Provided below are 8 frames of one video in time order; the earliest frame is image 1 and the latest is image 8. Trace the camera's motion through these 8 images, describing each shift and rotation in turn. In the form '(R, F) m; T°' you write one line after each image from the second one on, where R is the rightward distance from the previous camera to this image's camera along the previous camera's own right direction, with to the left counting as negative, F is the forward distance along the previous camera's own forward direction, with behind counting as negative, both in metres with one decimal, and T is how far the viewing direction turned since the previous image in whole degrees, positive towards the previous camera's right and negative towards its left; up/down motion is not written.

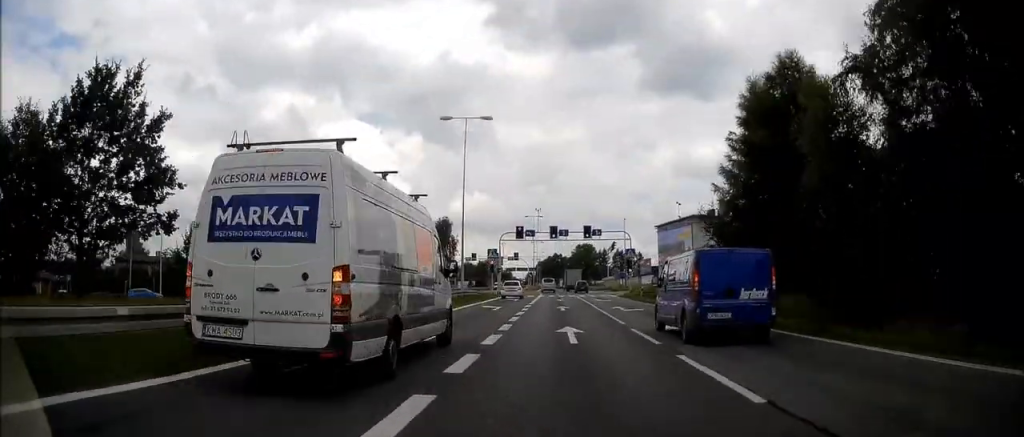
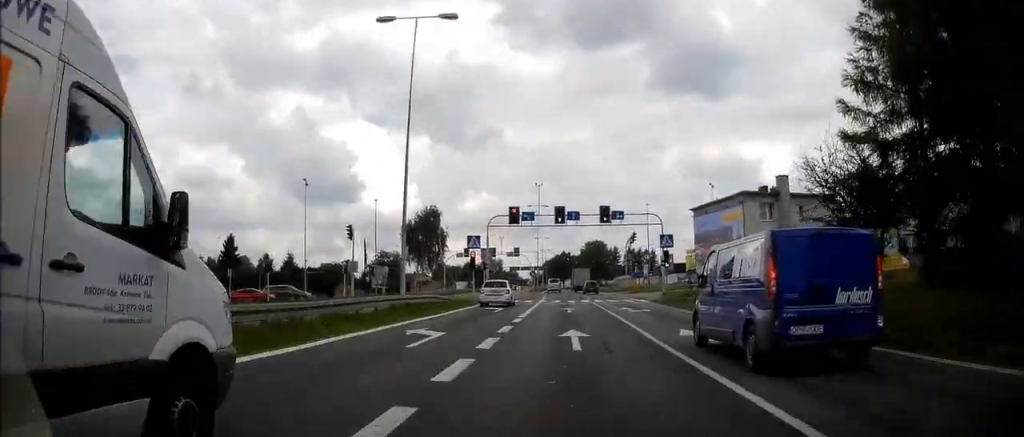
(-0.1, +16.5) m; -1°
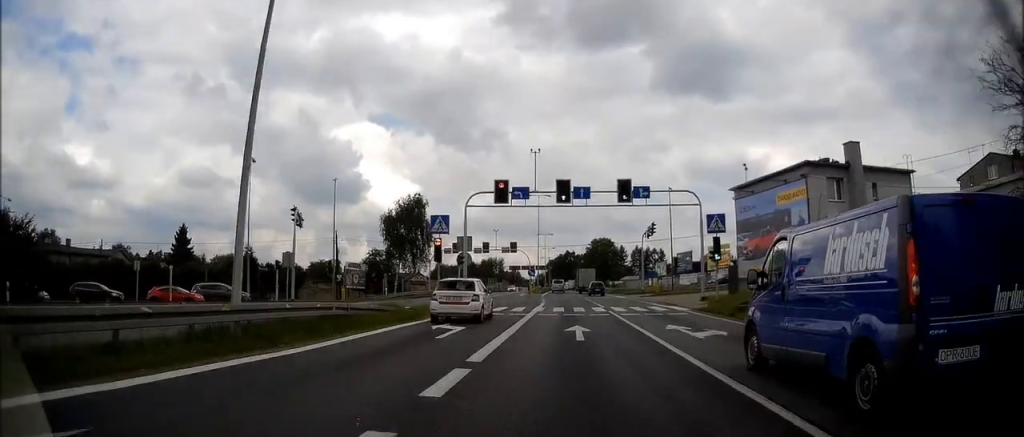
(-0.1, +12.7) m; -1°
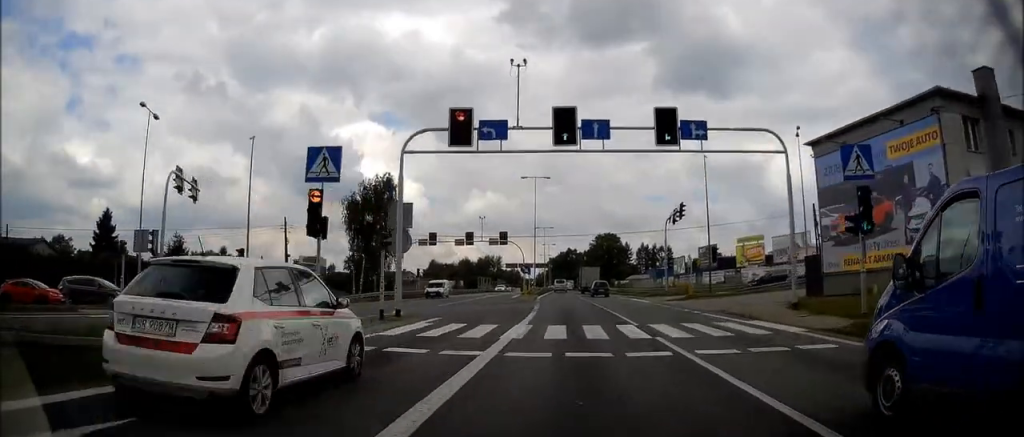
(-0.1, +14.6) m; 0°
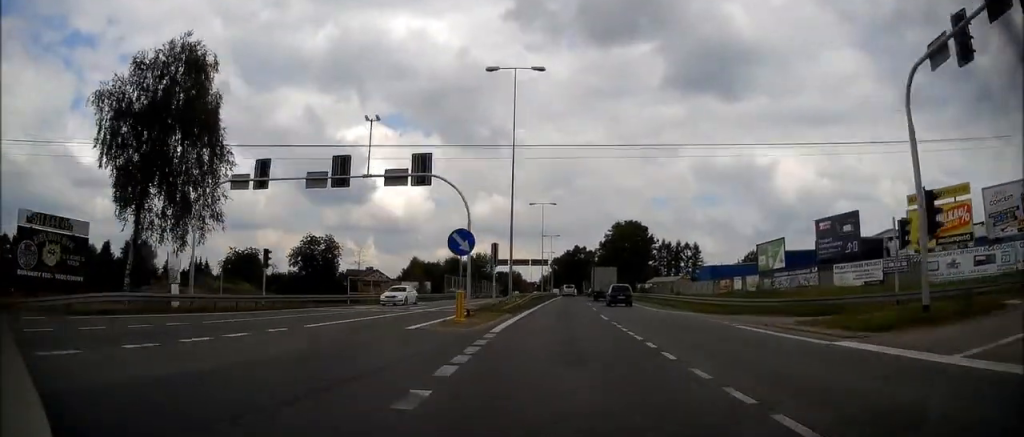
(0.0, +38.7) m; 0°
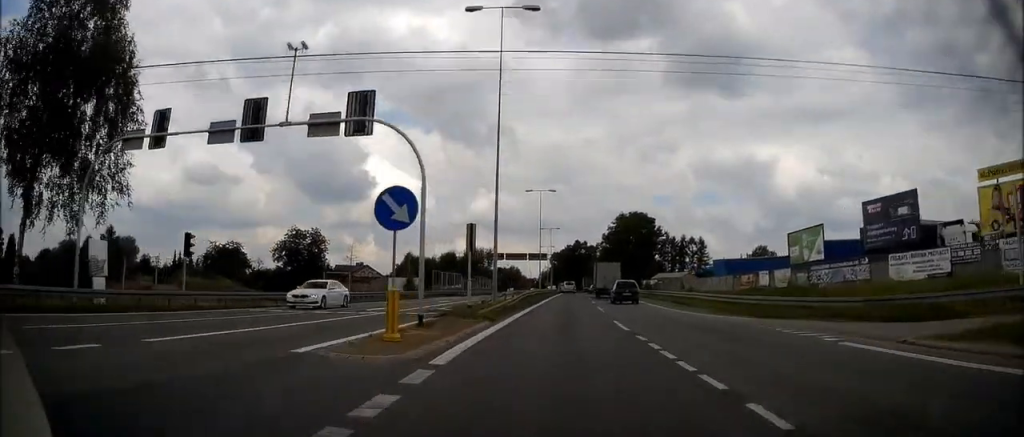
(0.0, +7.9) m; 0°
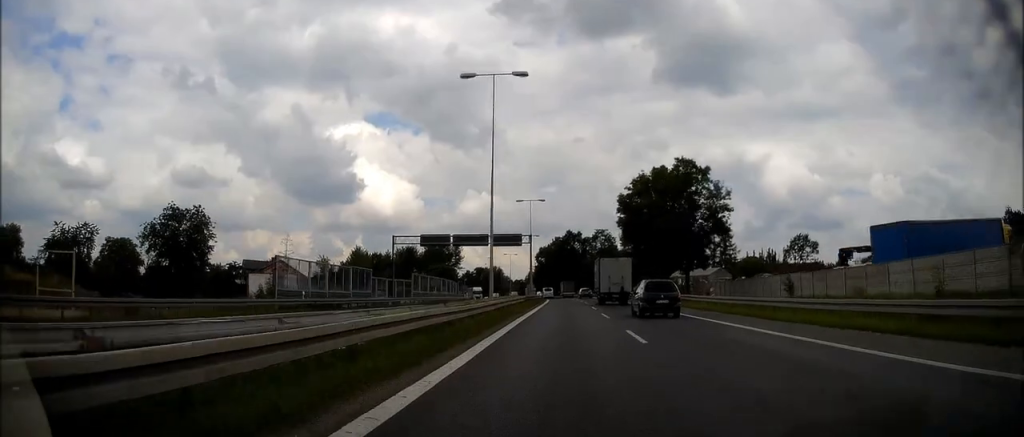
(0.0, +39.7) m; 0°
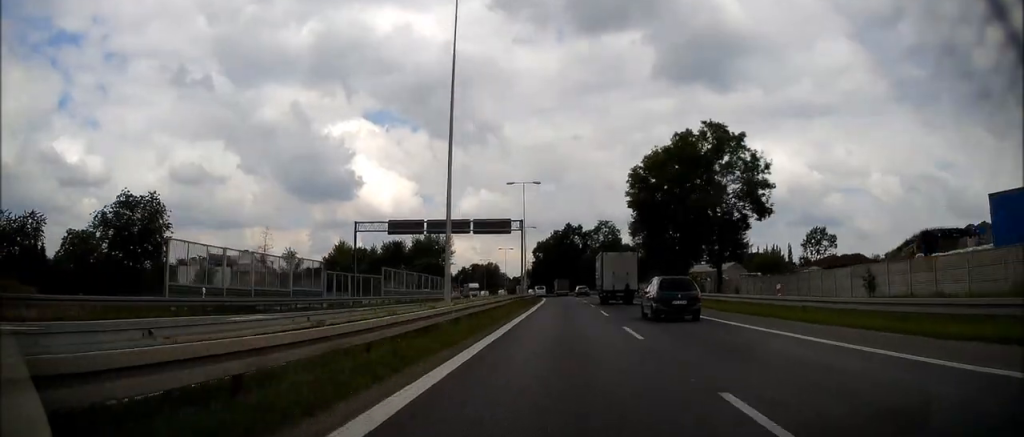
(0.0, +11.0) m; 0°
